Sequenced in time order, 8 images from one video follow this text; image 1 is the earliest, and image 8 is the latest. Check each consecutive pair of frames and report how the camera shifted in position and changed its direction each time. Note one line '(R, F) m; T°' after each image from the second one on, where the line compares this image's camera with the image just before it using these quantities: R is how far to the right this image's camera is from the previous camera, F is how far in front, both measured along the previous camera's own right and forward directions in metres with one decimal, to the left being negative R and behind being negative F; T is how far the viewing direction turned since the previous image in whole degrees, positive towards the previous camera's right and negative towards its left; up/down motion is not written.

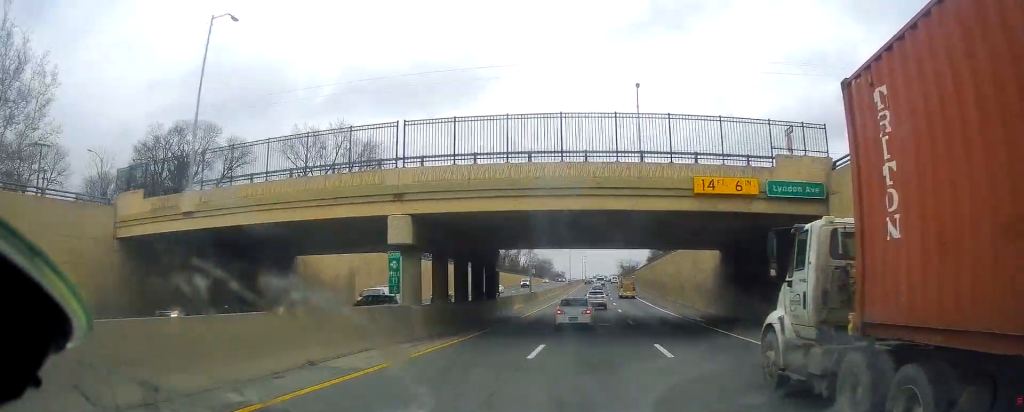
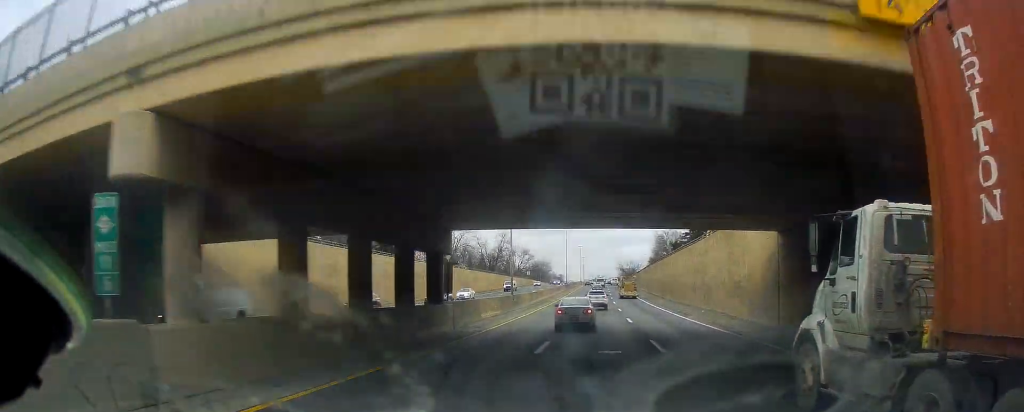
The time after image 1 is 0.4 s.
(-0.1, +13.8) m; 0°
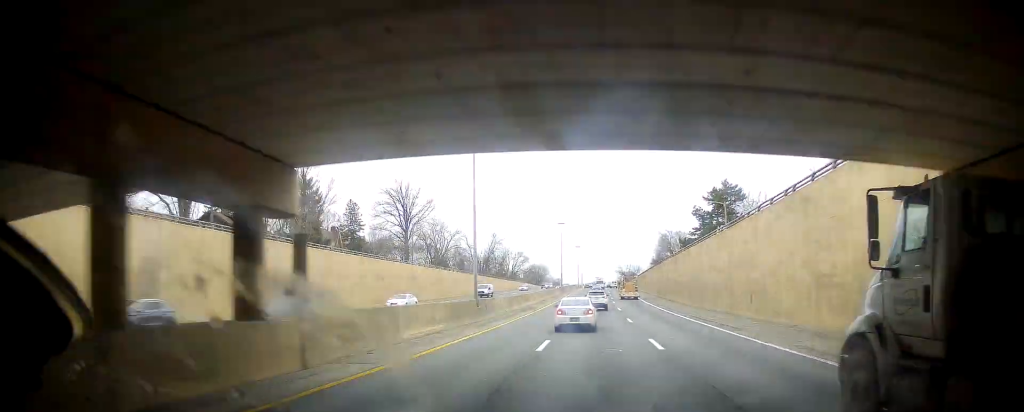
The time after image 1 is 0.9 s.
(0.0, +14.9) m; 0°
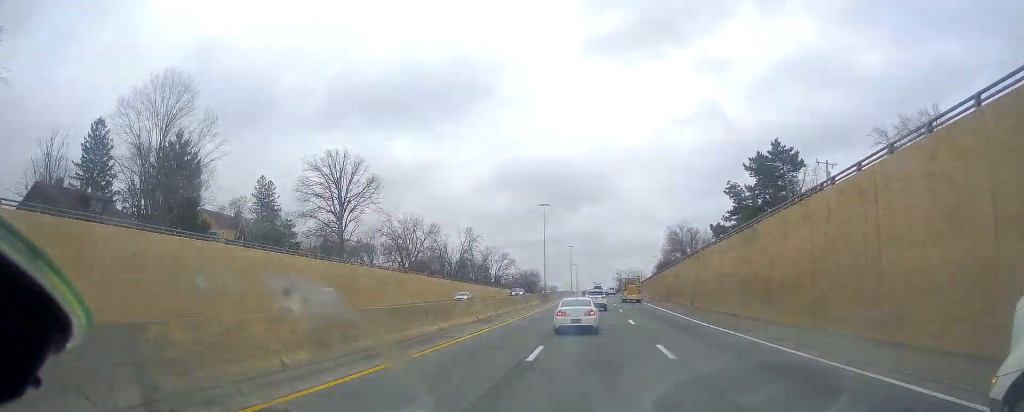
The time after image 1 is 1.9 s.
(+0.3, +32.8) m; +1°
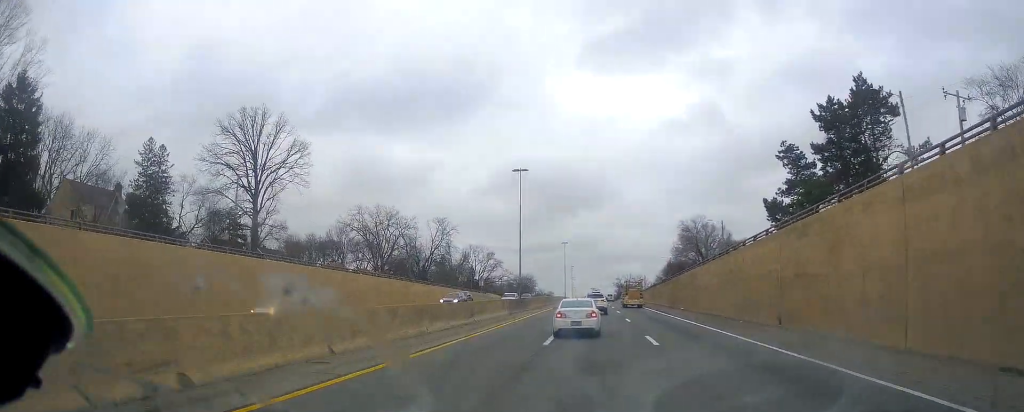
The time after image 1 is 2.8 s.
(+0.4, +26.3) m; +1°
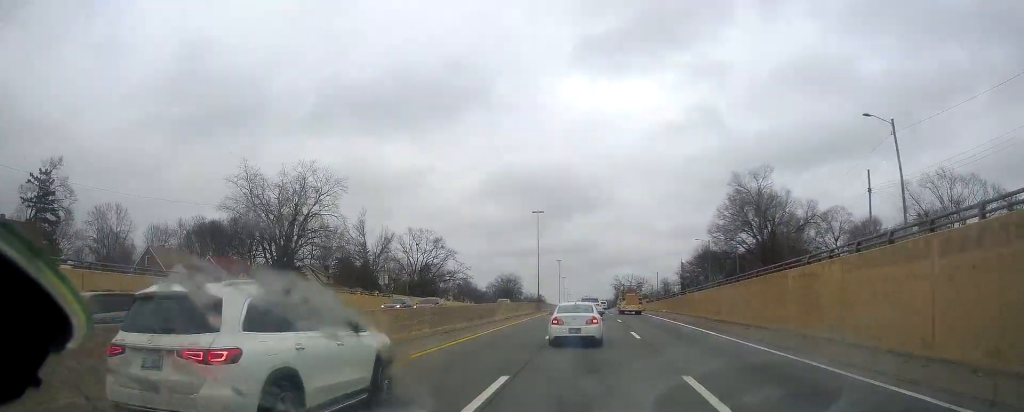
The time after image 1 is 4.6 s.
(-0.7, +57.9) m; -1°
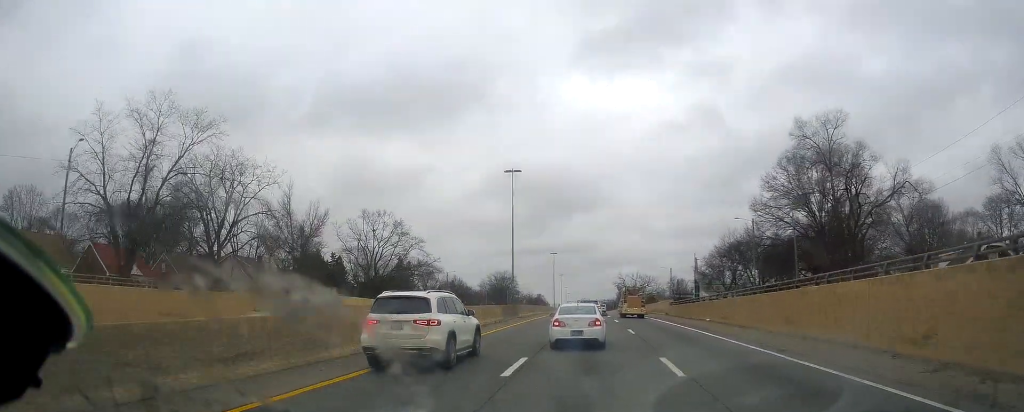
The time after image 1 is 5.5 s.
(+0.3, +26.7) m; -1°
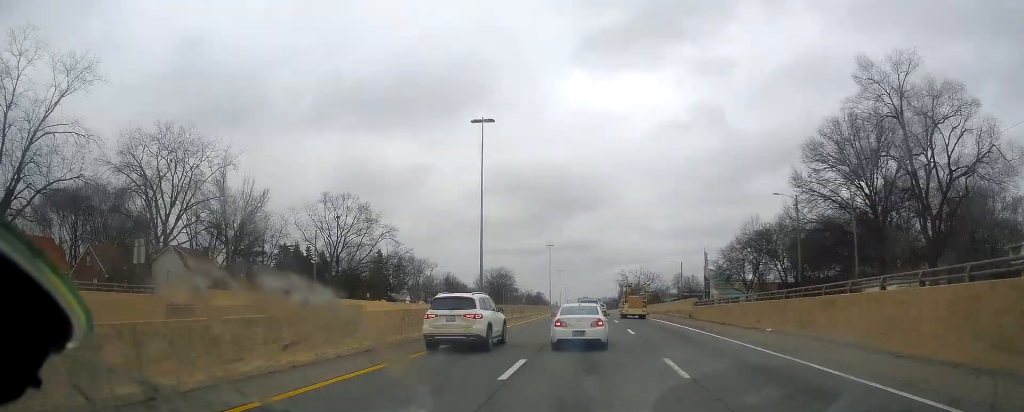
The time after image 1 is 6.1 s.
(-0.3, +15.5) m; 0°
